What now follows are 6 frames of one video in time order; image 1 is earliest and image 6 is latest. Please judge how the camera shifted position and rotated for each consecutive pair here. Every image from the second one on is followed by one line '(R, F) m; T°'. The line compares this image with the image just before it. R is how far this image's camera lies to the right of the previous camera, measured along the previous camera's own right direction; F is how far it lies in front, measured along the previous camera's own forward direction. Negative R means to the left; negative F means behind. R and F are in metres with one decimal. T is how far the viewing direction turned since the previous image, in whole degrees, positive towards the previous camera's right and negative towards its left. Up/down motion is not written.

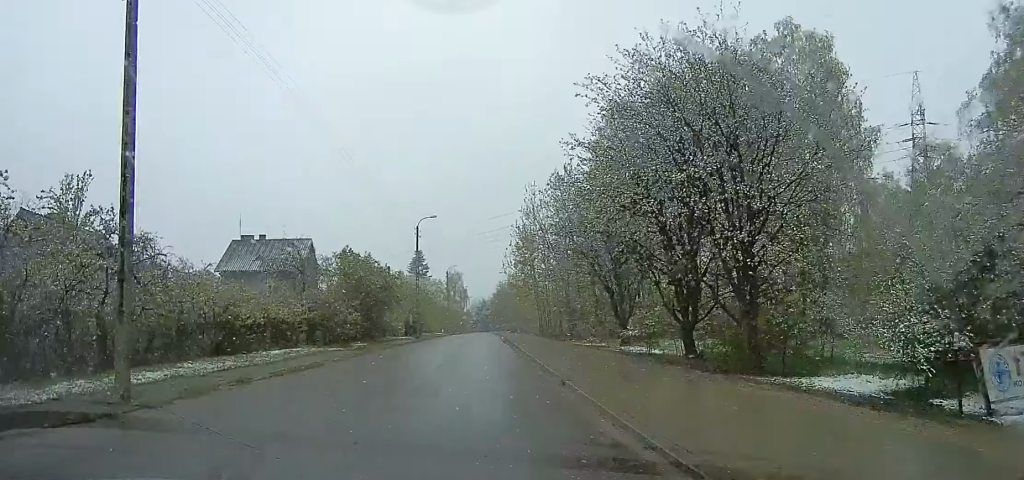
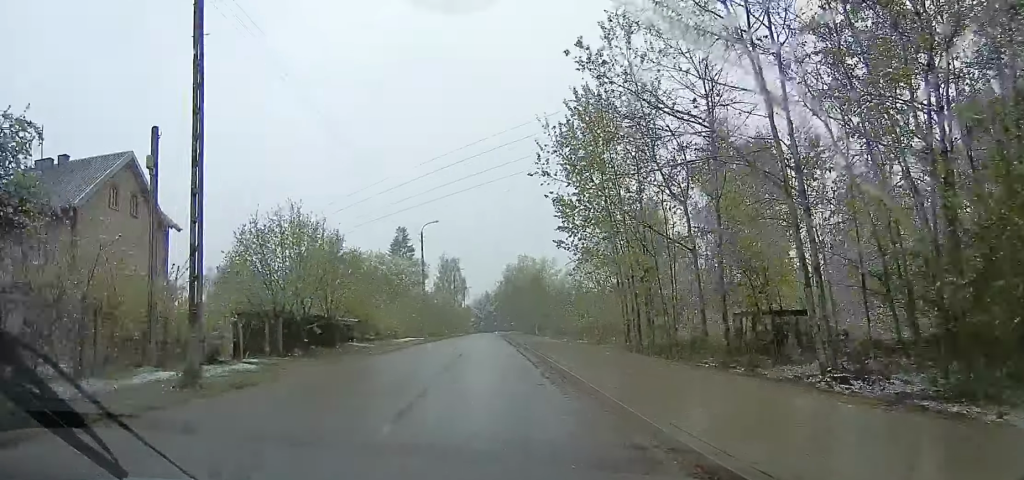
(-1.3, +30.7) m; 0°
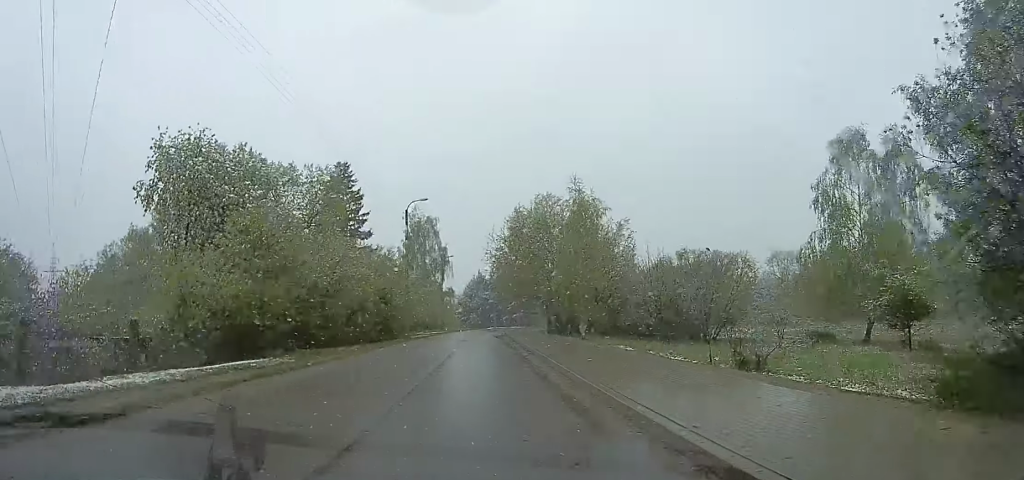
(+1.8, +38.1) m; +3°
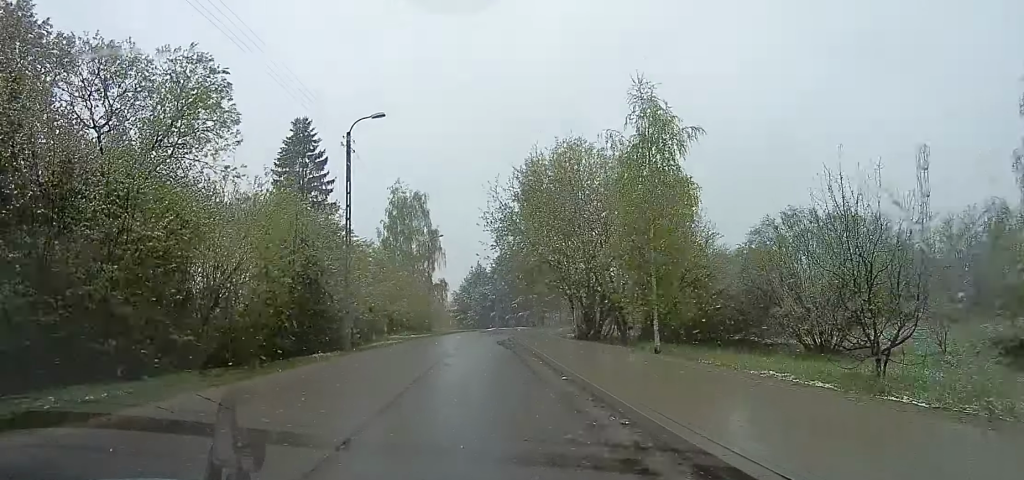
(0.0, +14.6) m; 0°
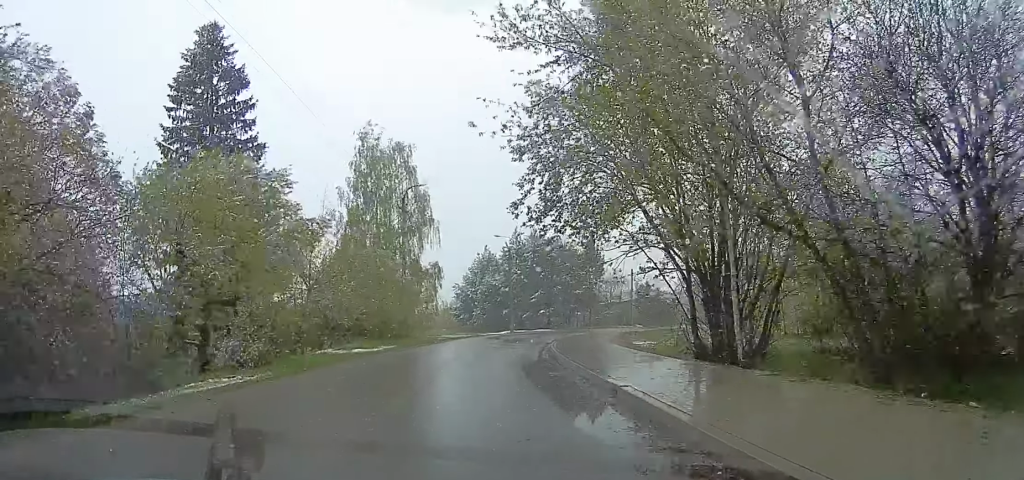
(-0.3, +18.5) m; -5°
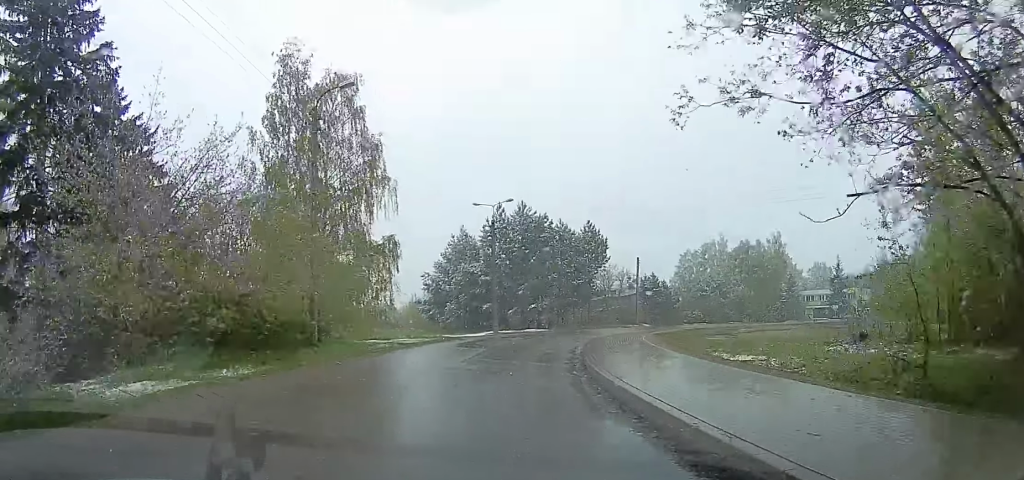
(-1.3, +12.6) m; +4°
